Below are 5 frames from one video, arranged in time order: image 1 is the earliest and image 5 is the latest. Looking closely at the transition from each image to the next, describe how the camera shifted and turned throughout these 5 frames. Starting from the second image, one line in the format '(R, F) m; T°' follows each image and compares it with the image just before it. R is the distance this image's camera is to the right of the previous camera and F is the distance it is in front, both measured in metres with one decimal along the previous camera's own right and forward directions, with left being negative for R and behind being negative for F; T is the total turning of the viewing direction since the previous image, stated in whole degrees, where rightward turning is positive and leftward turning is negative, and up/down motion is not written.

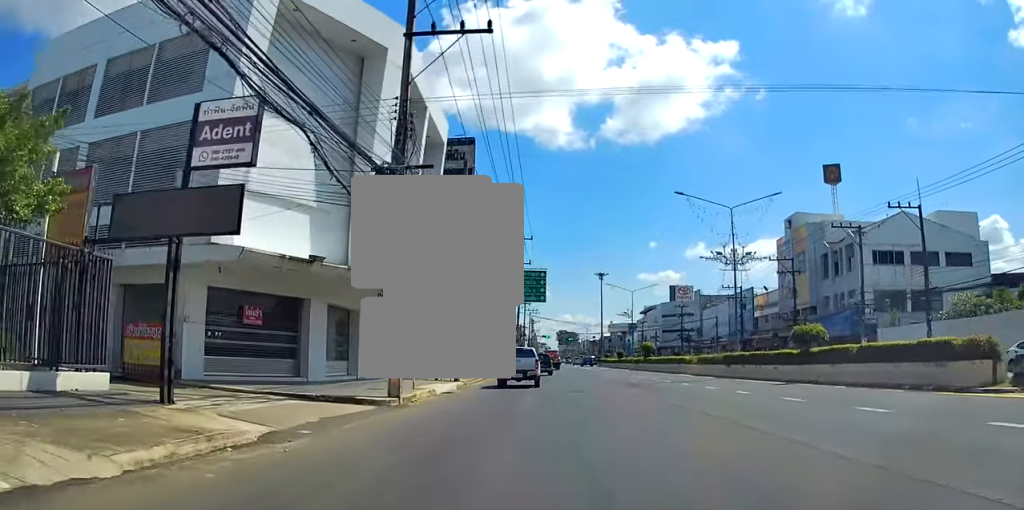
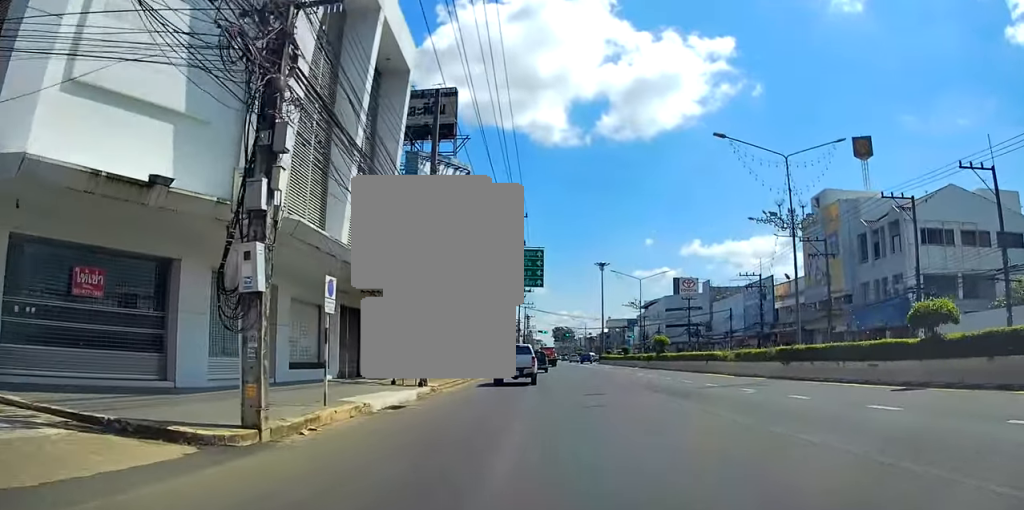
(-0.4, +8.2) m; -3°
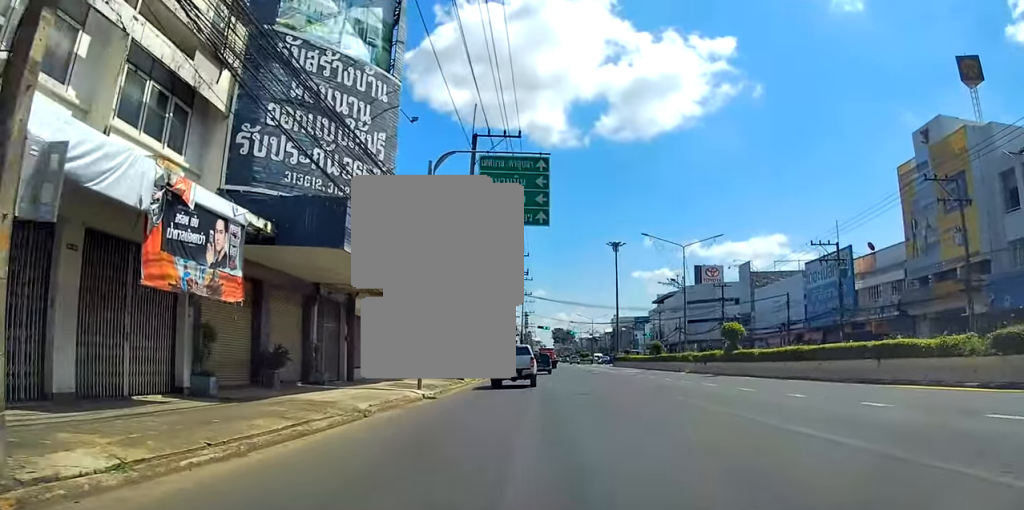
(+0.2, +19.4) m; +1°
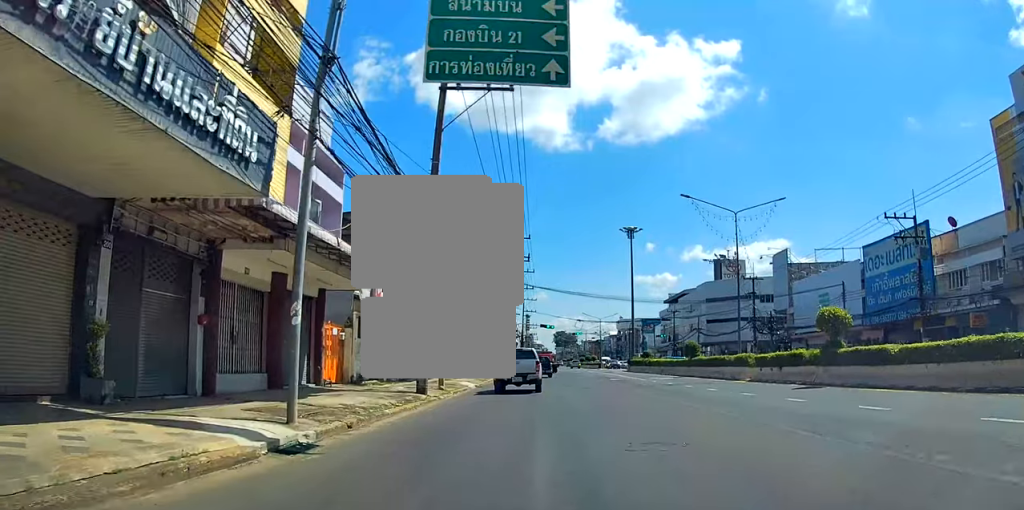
(-0.1, +11.6) m; -1°
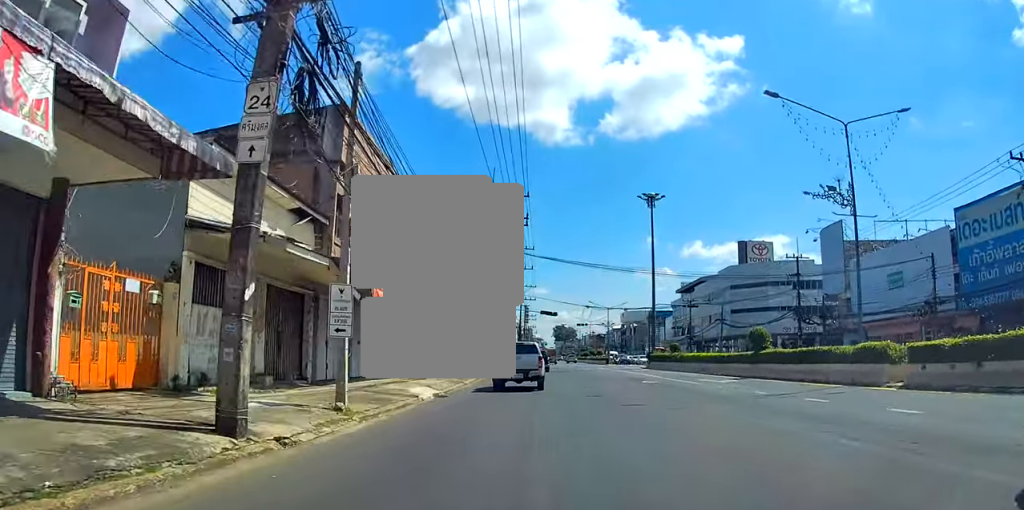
(+0.2, +12.6) m; +5°
